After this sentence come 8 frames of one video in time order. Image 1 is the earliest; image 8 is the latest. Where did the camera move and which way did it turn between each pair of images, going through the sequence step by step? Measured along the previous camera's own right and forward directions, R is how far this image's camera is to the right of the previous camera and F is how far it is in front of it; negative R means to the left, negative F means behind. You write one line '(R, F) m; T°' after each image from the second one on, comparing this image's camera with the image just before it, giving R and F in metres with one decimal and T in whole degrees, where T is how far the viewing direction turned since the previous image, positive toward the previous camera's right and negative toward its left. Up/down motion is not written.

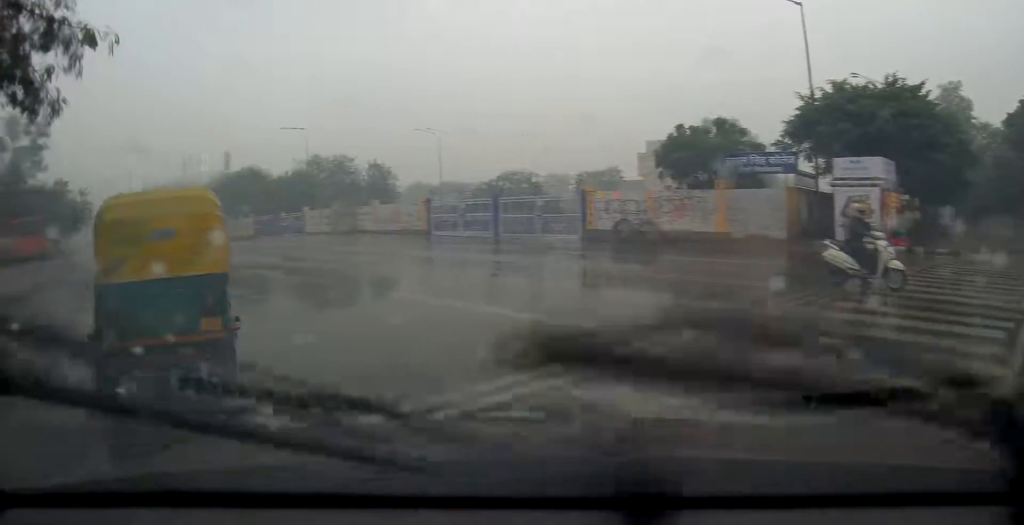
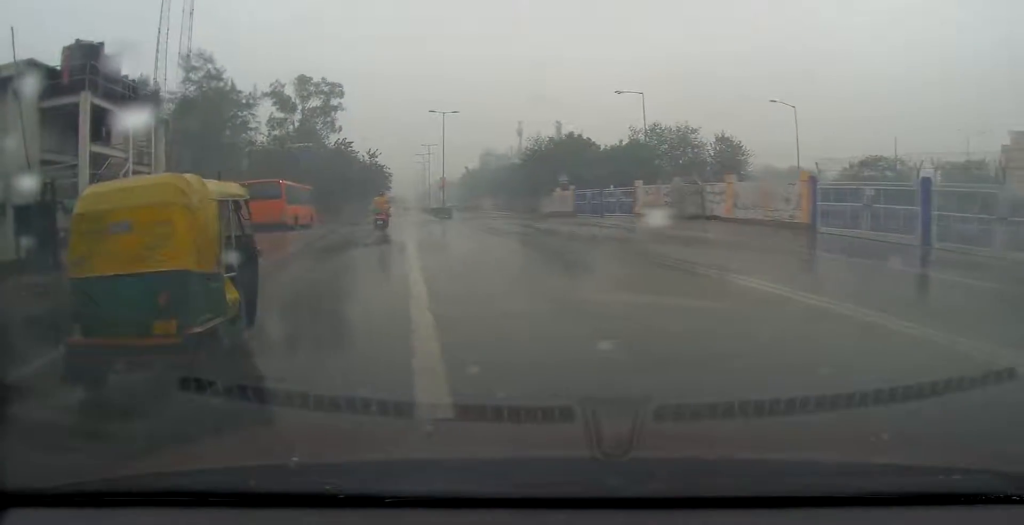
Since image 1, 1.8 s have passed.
(-3.9, +10.6) m; -32°
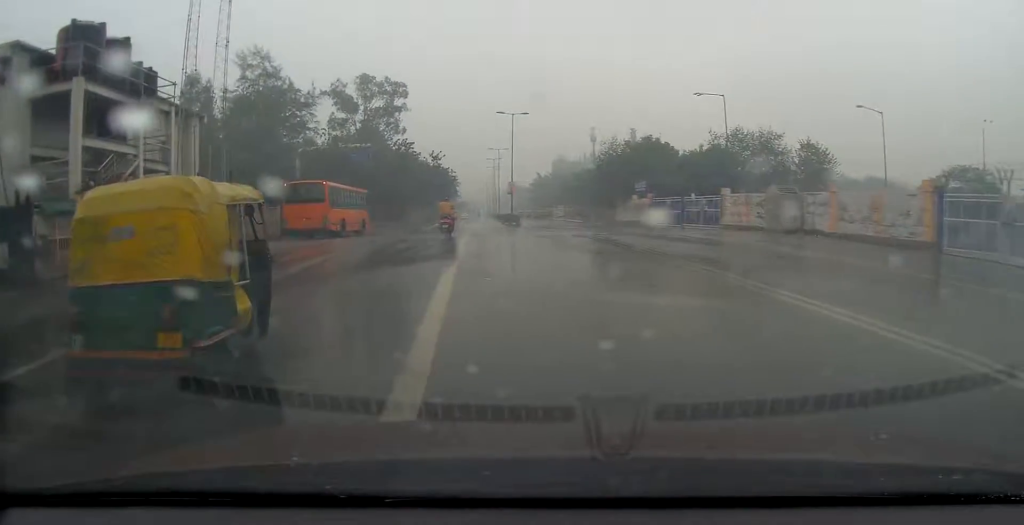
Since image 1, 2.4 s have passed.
(-0.3, +4.1) m; -8°
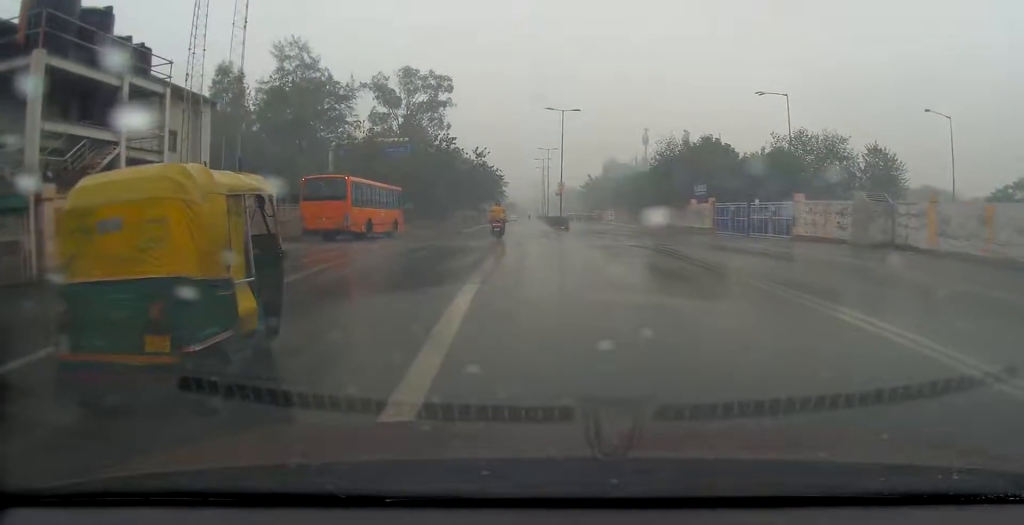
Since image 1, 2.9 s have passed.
(-0.3, +3.9) m; -7°
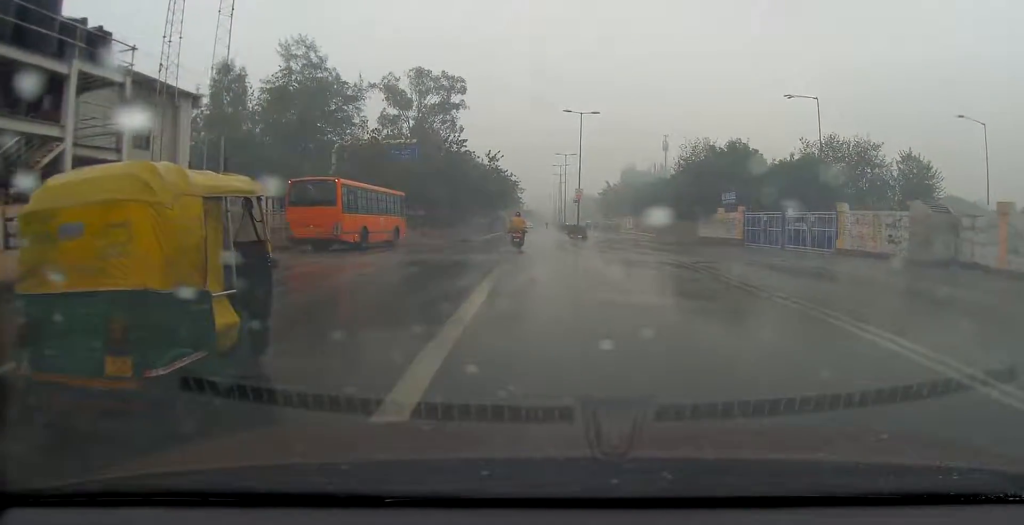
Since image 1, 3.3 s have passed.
(-0.2, +3.3) m; -5°
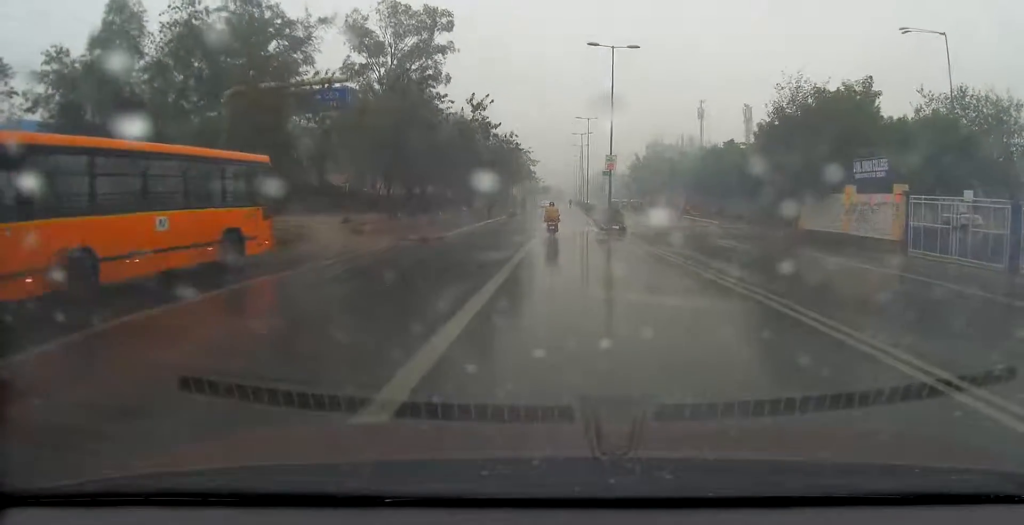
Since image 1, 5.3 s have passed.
(-2.3, +17.6) m; -9°
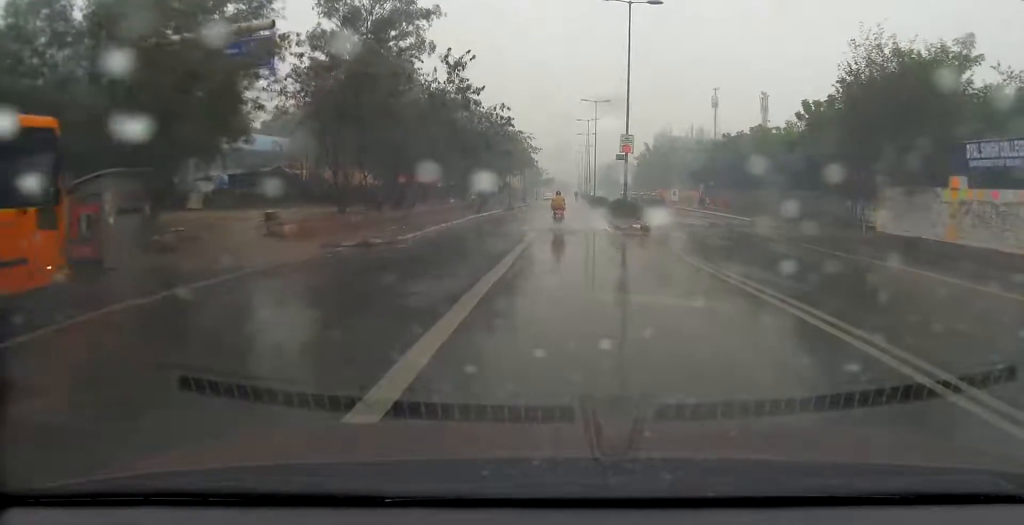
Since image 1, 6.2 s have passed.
(0.0, +7.9) m; 0°
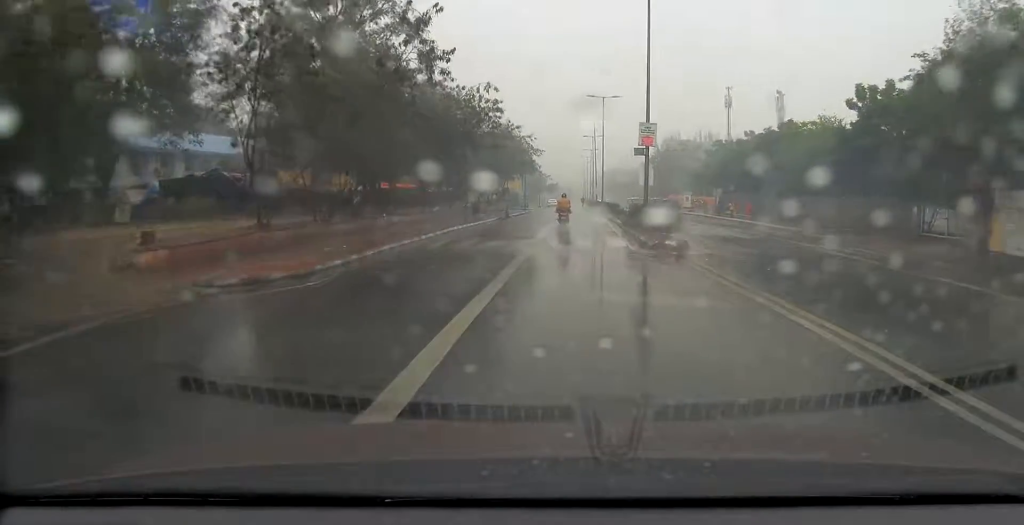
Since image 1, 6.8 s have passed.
(0.0, +6.9) m; 0°
